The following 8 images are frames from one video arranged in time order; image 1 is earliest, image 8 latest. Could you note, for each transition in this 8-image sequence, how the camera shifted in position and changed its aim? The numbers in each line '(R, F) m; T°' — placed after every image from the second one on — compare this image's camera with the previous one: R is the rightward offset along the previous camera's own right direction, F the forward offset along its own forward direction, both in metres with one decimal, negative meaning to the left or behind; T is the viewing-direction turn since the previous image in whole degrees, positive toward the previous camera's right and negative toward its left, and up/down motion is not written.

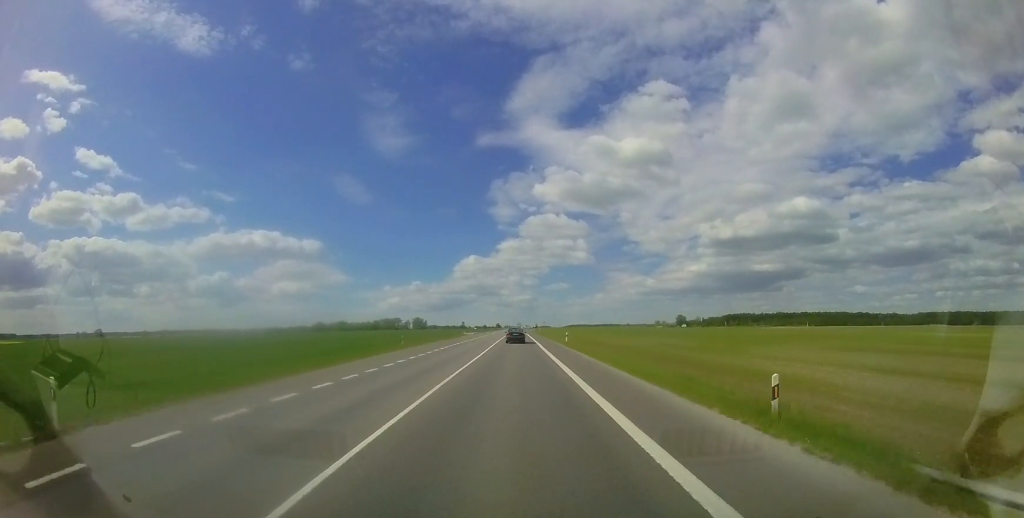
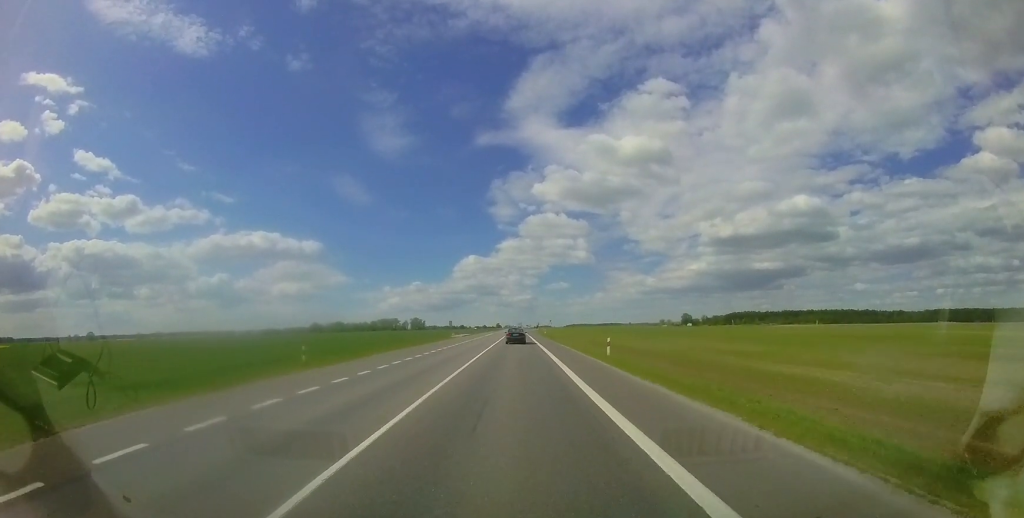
(0.0, +16.2) m; 0°
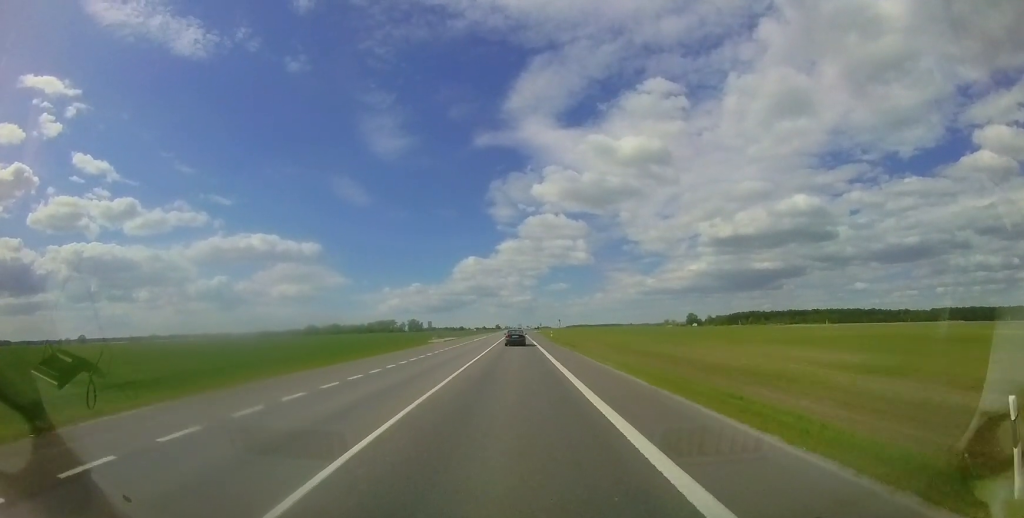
(-0.2, +16.1) m; 0°
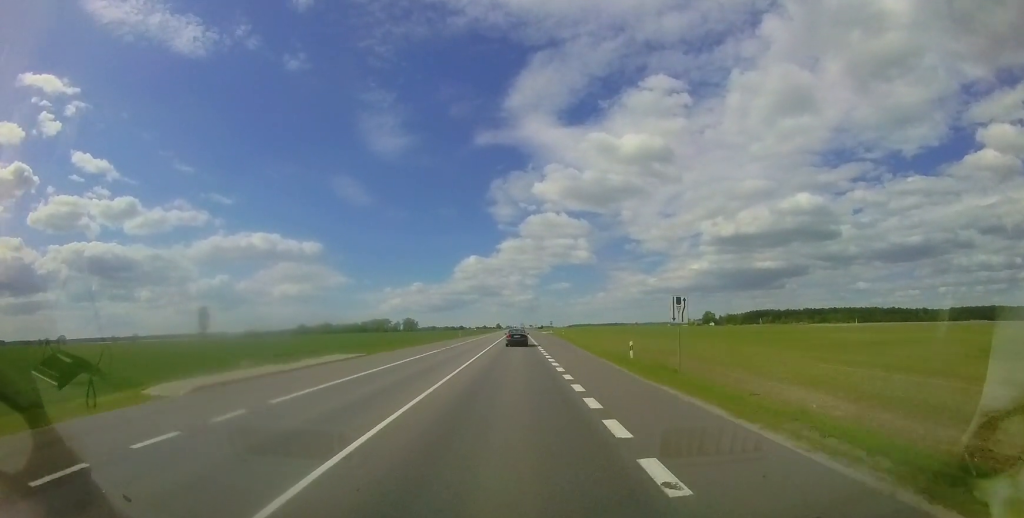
(+0.8, +41.8) m; +2°
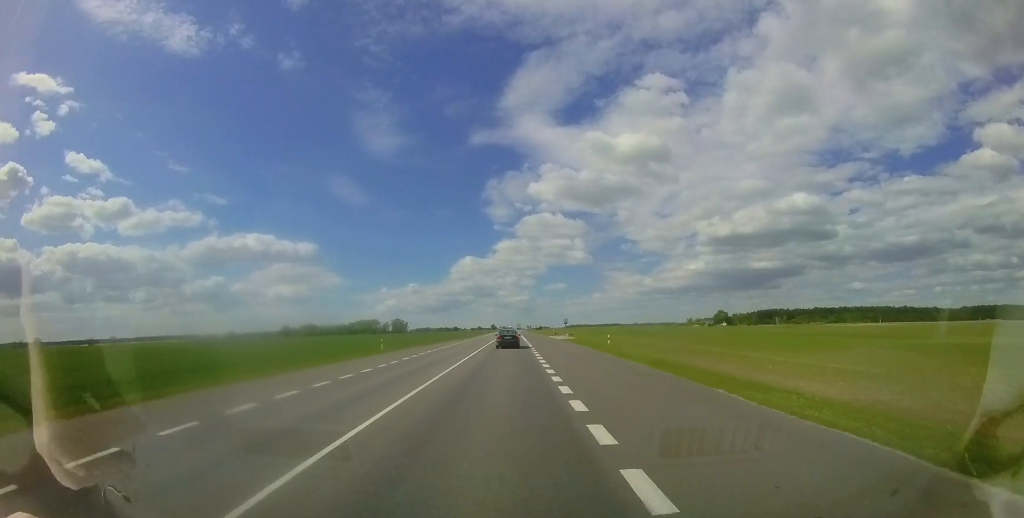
(-0.1, +38.0) m; -1°
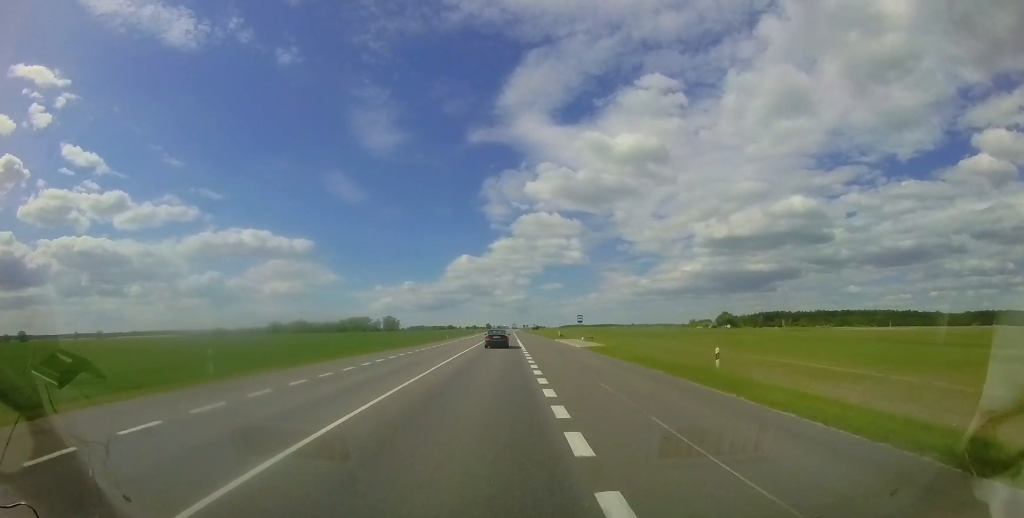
(-0.2, +18.7) m; 0°
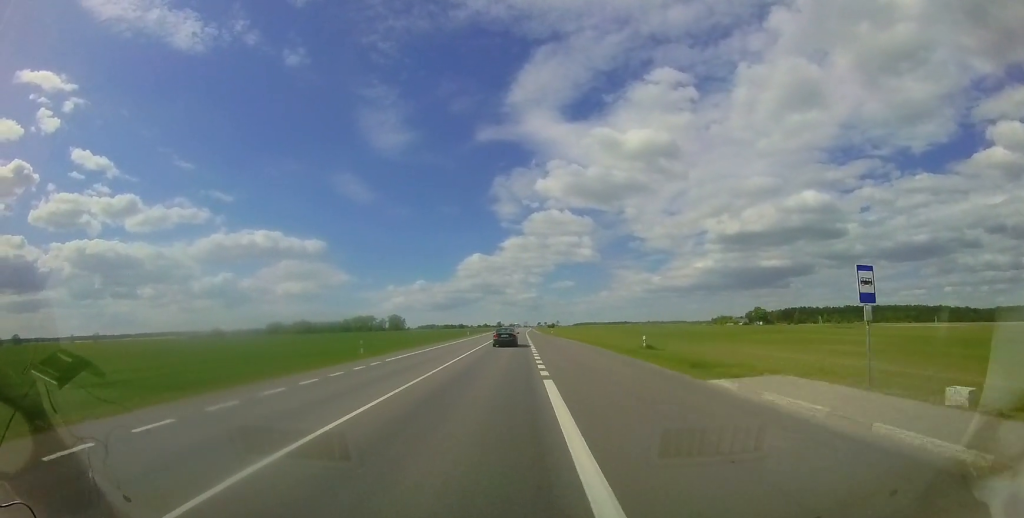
(+0.1, +35.1) m; -1°
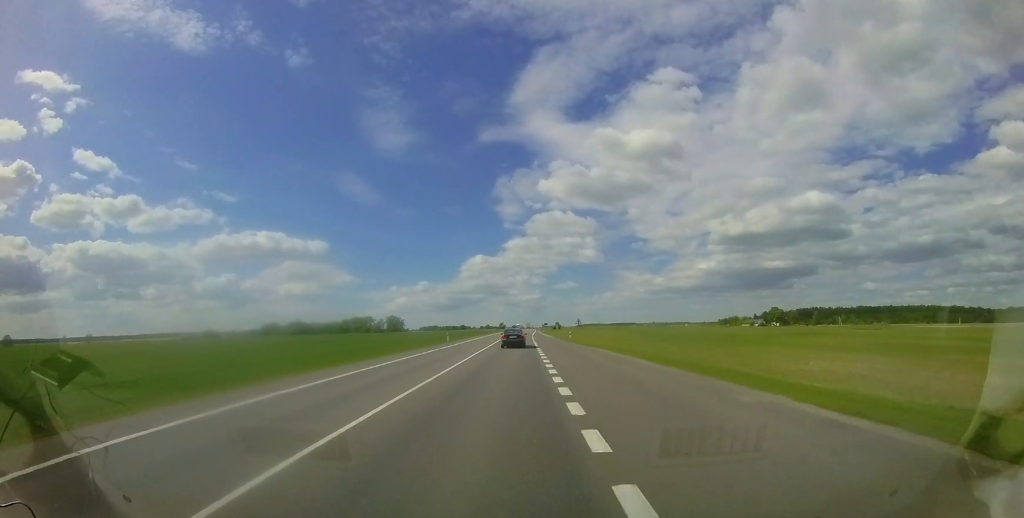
(-0.4, +21.6) m; -1°
